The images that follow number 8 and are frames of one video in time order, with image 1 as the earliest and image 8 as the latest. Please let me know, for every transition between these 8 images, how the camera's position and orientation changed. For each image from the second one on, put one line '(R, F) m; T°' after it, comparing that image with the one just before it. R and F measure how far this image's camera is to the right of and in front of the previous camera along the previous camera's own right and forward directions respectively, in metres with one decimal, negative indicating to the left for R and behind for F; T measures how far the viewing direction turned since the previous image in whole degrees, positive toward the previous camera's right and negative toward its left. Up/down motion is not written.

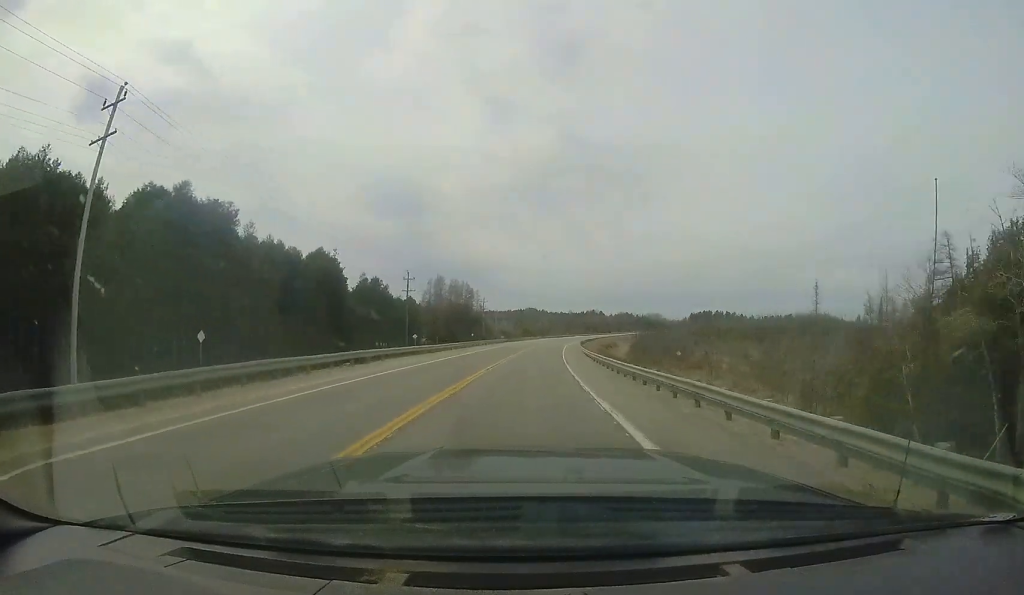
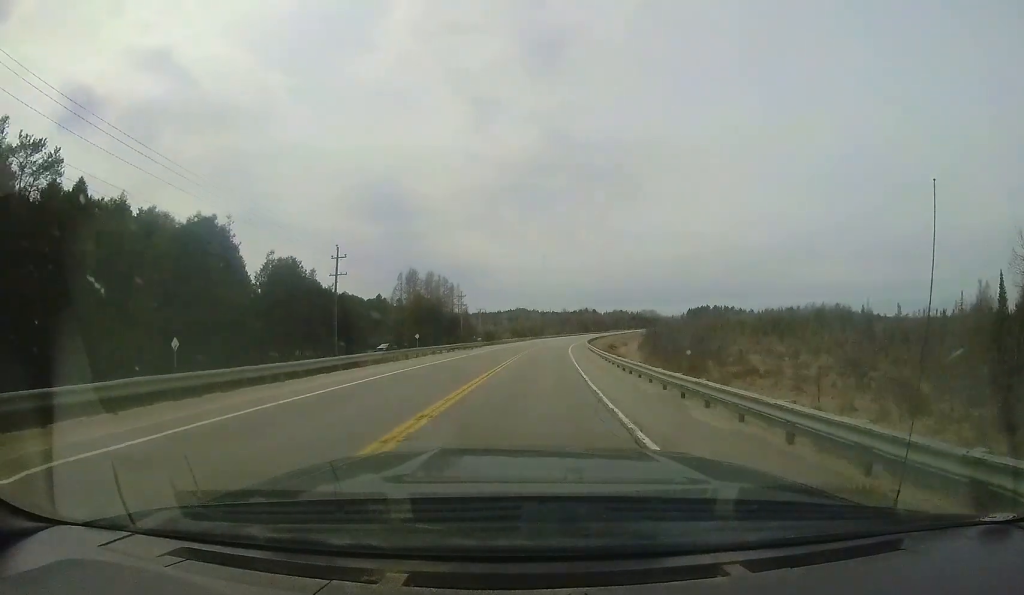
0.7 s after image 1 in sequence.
(+0.4, +19.7) m; +2°
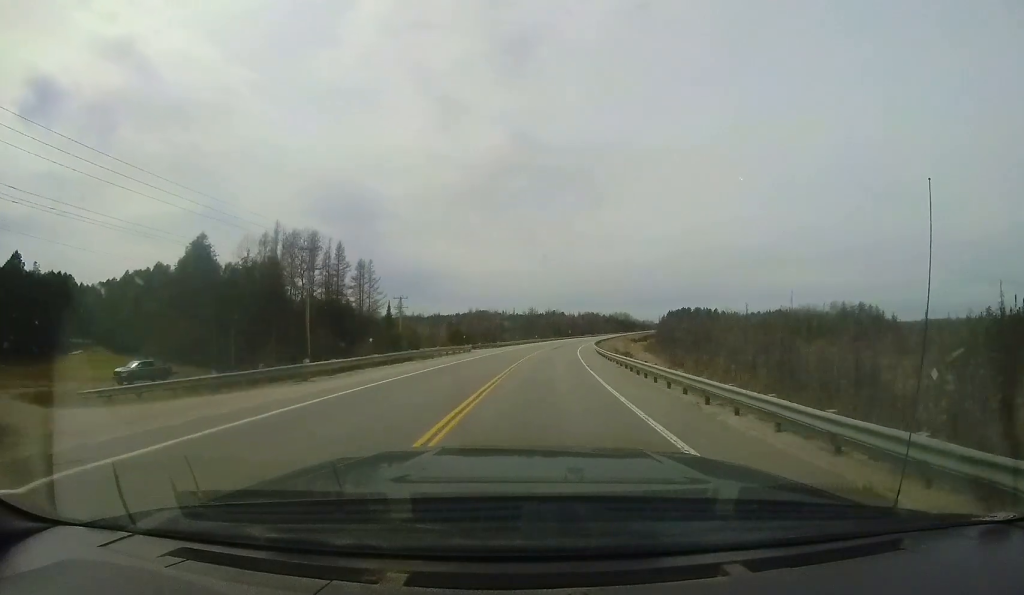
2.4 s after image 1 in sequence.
(+2.0, +47.2) m; +5°
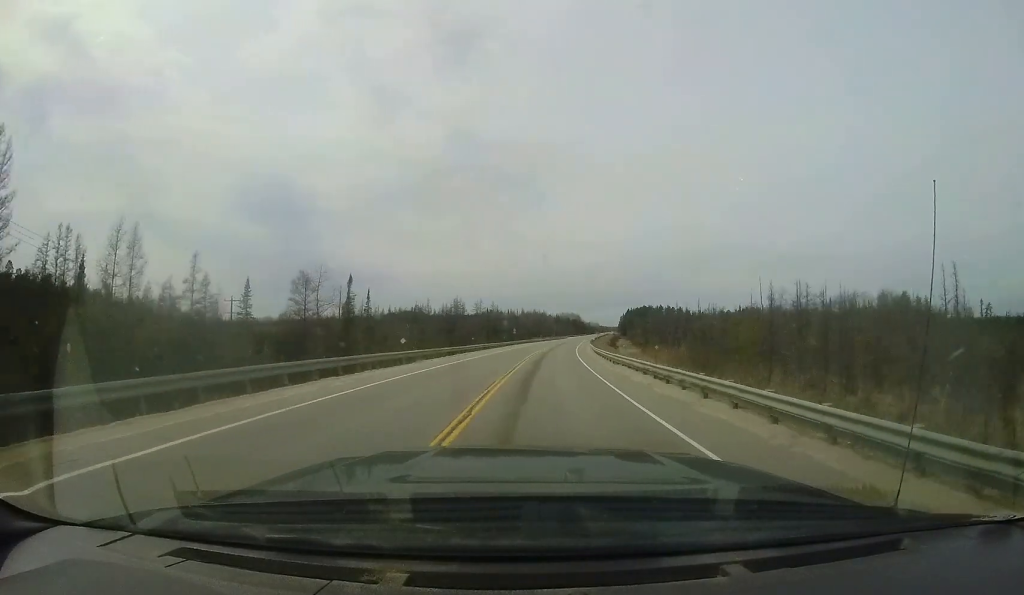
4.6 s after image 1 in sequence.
(+3.3, +63.6) m; +6°
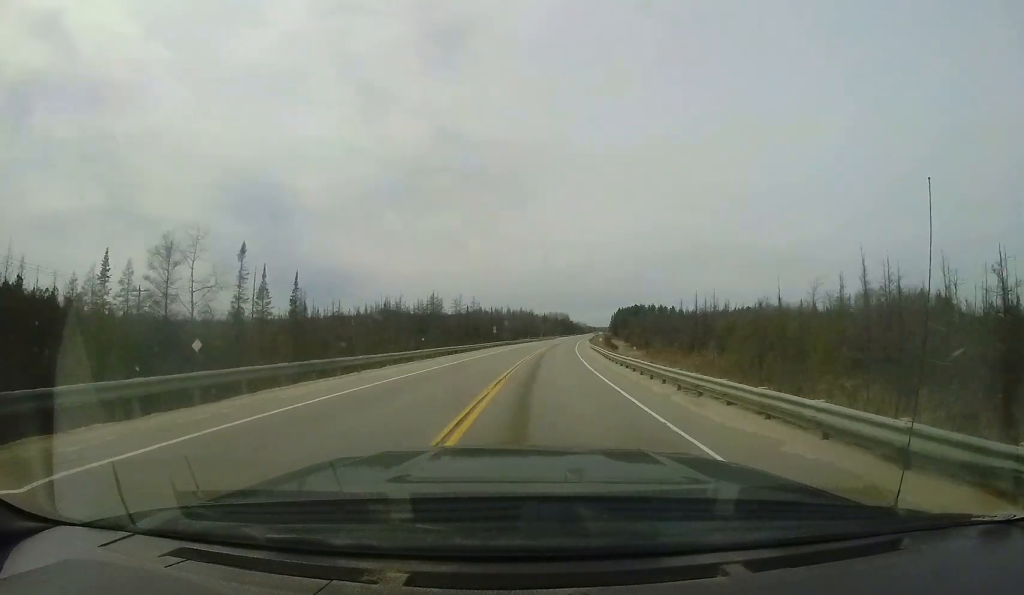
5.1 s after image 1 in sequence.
(+0.3, +15.3) m; +1°
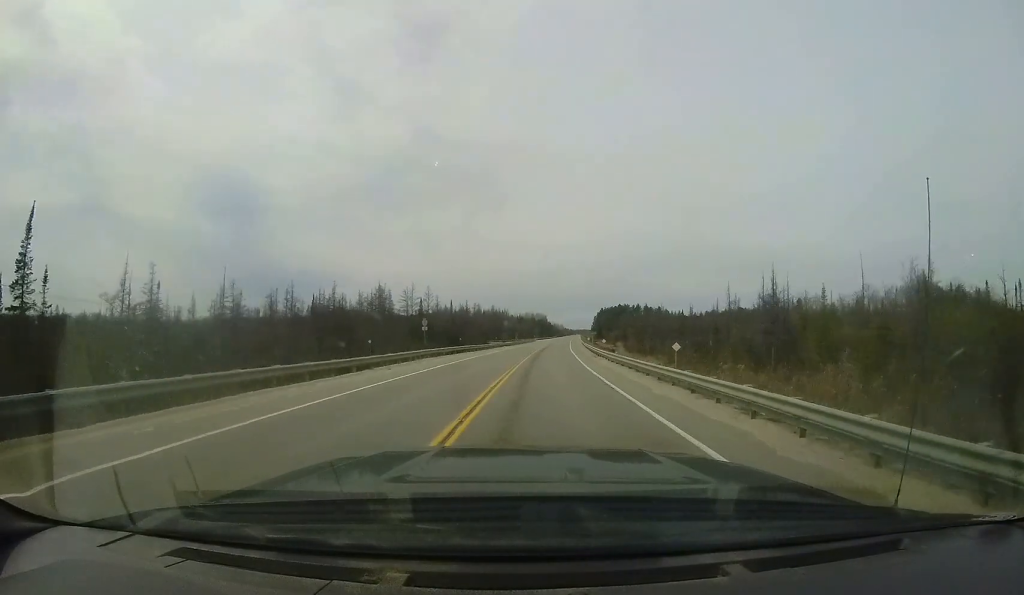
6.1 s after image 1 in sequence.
(+0.4, +26.7) m; +5°
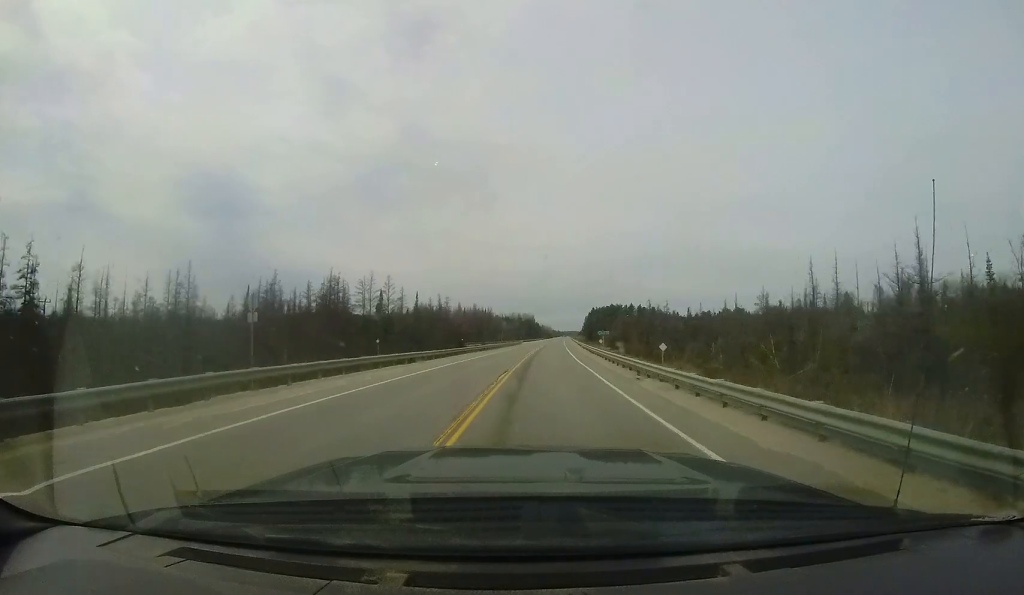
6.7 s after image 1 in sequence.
(+1.0, +18.1) m; +3°
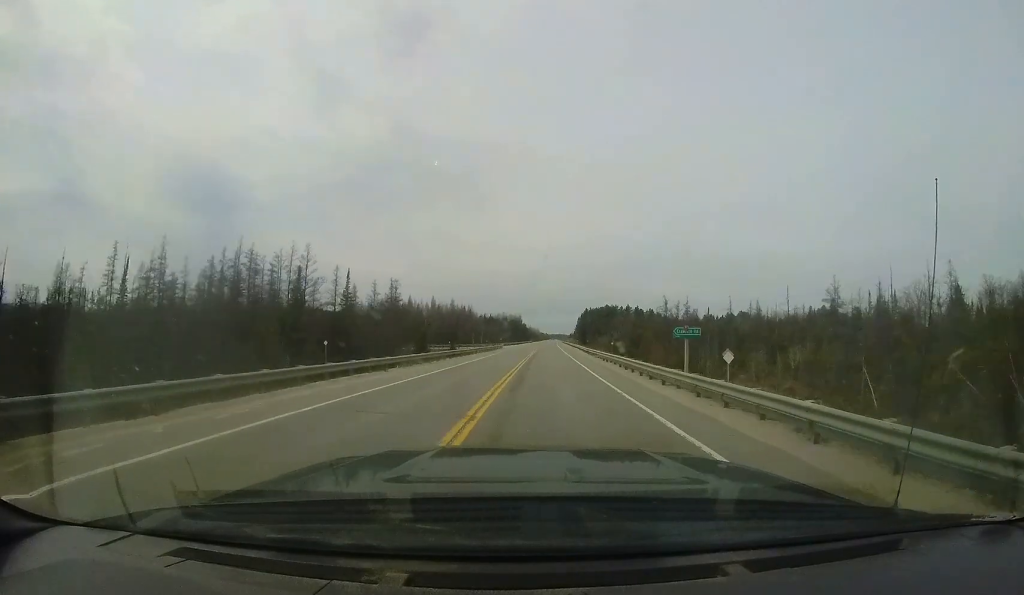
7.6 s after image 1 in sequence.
(+1.2, +24.7) m; +3°
